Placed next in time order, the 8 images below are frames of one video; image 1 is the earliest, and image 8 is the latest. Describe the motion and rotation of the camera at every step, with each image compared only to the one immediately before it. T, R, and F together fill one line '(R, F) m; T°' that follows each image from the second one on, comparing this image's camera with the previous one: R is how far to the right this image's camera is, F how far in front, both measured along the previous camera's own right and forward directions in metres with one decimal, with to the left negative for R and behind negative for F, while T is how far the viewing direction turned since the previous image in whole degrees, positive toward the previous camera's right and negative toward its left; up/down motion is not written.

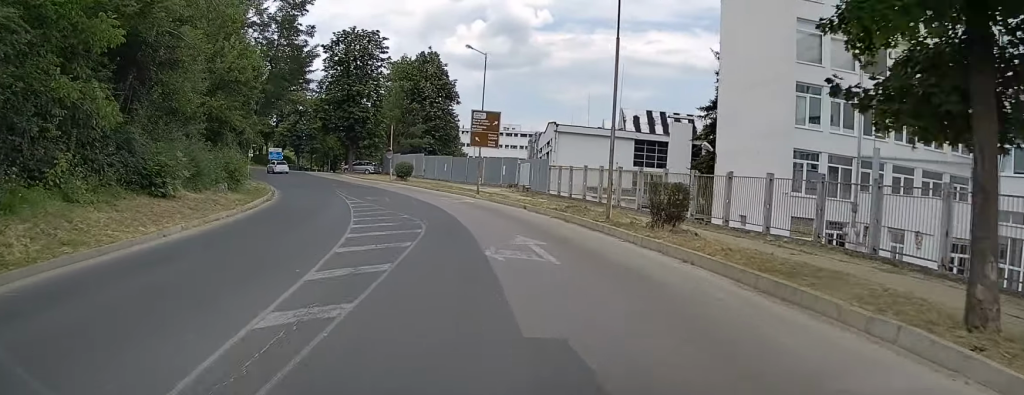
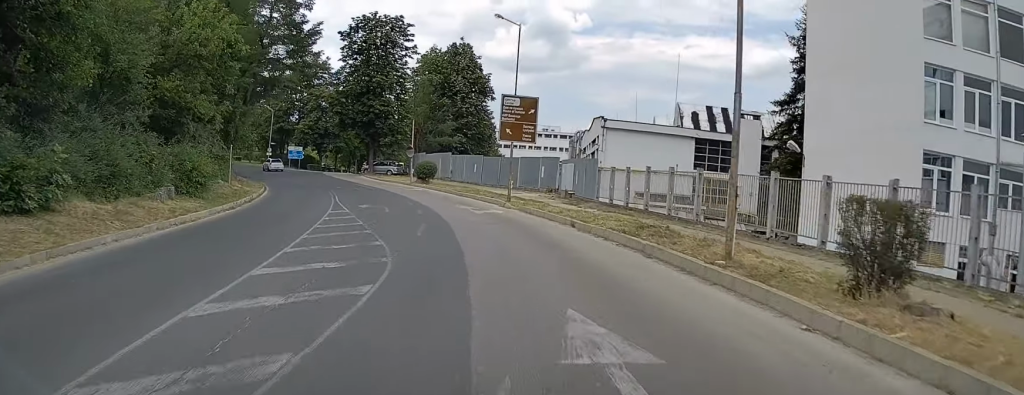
(-0.4, +8.2) m; -3°
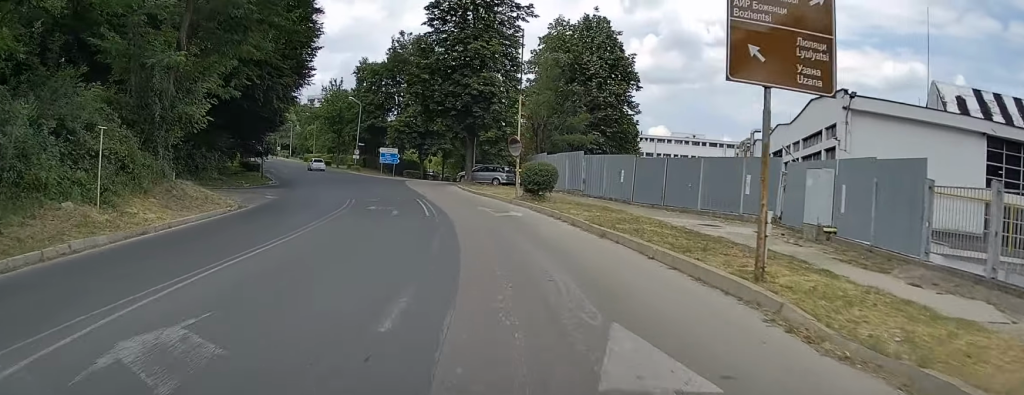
(-1.5, +20.5) m; -9°
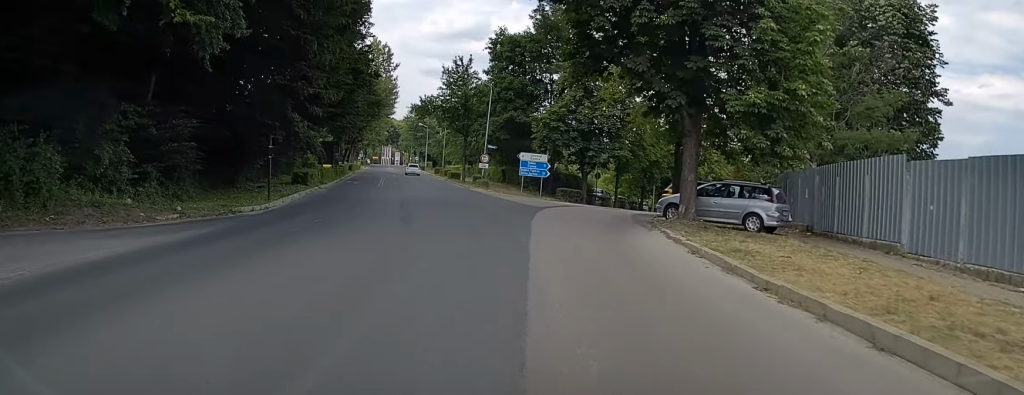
(-4.3, +28.5) m; -16°
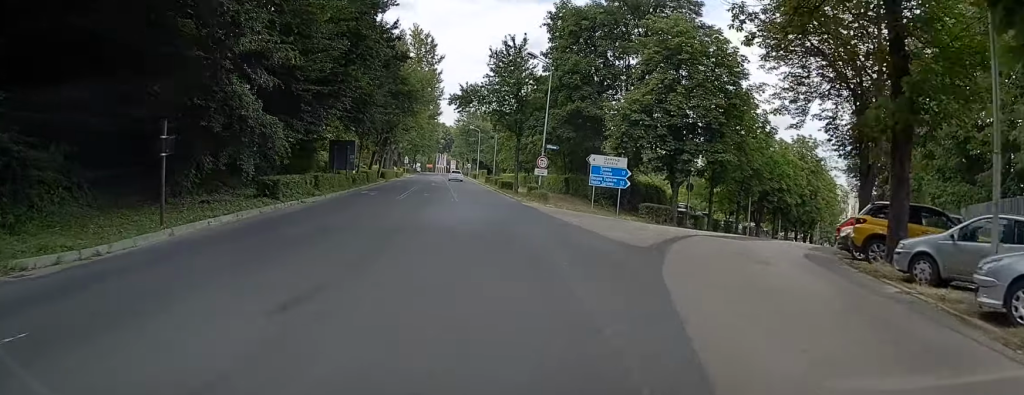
(-0.7, +13.9) m; -4°
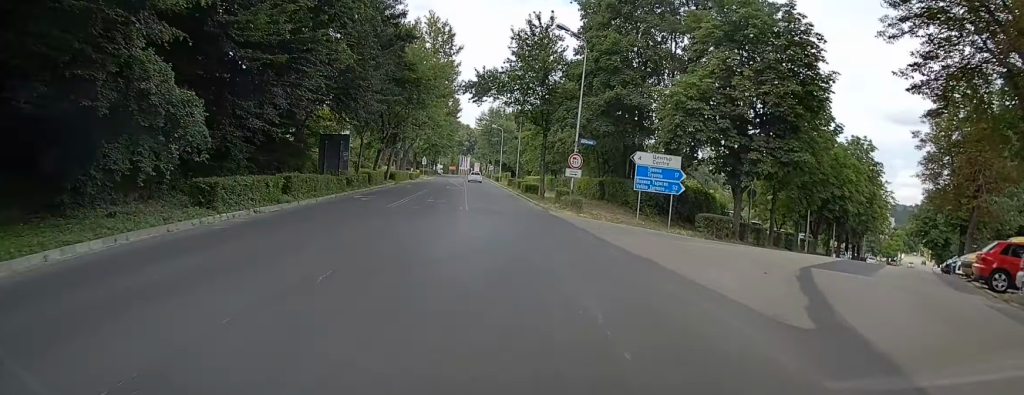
(+0.2, +8.0) m; -1°
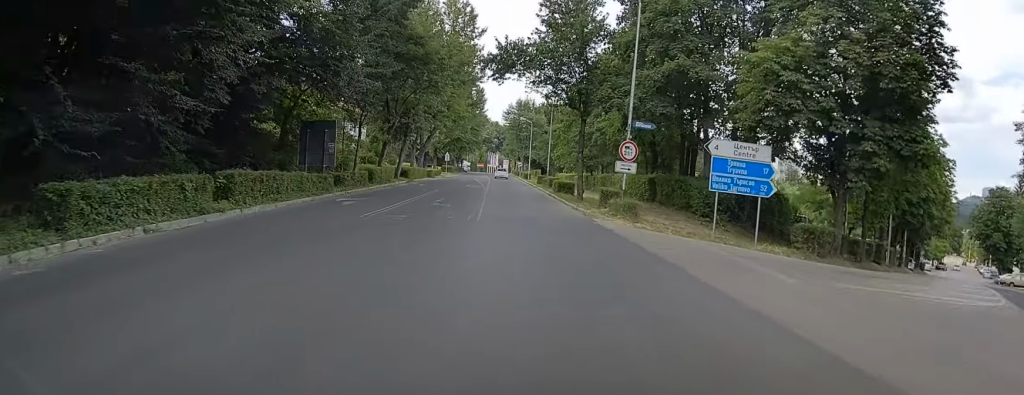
(-0.4, +8.5) m; -2°
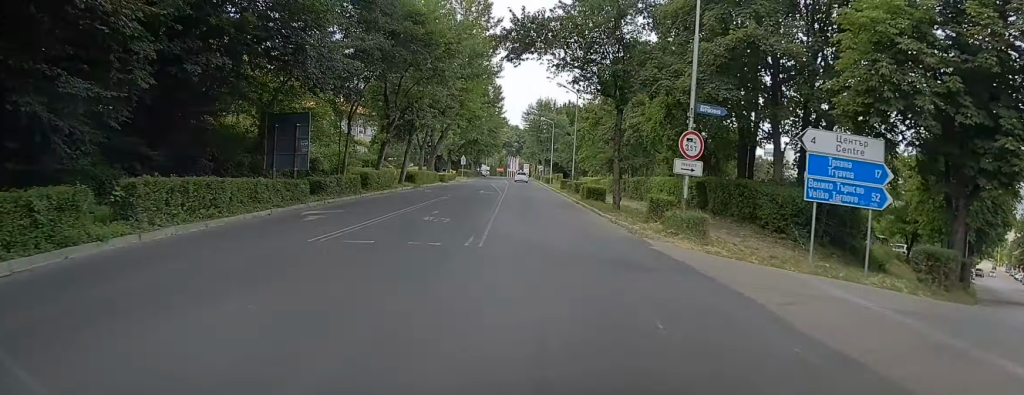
(-0.1, +6.6) m; -1°
